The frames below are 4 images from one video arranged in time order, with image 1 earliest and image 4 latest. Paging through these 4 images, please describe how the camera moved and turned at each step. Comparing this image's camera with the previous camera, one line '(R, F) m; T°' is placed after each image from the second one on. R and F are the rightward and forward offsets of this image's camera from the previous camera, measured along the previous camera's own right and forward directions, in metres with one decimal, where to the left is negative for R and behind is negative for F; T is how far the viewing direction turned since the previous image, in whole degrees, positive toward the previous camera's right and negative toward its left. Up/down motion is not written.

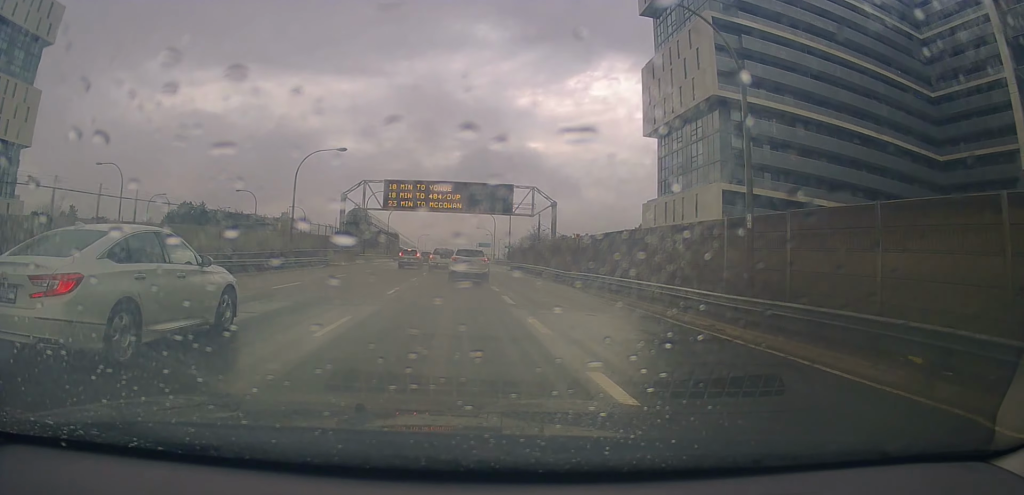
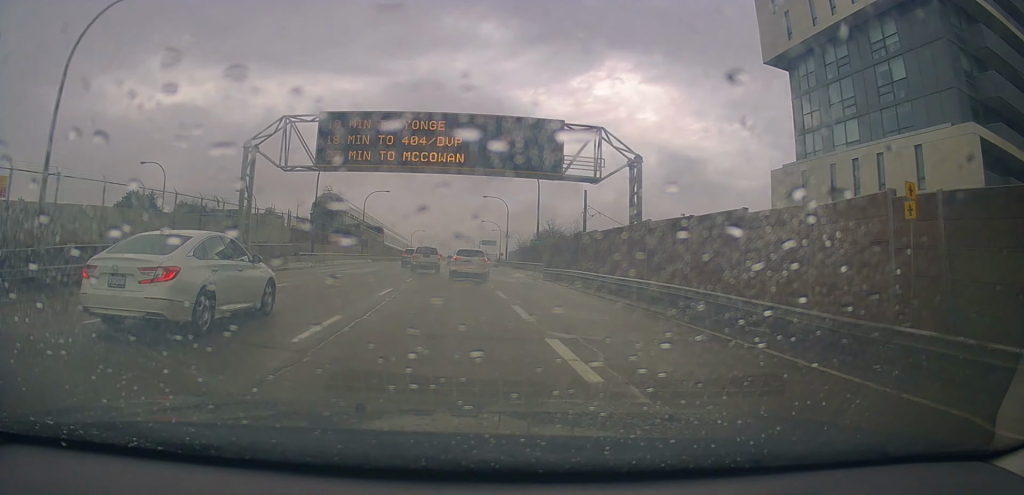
(0.0, +27.8) m; 0°
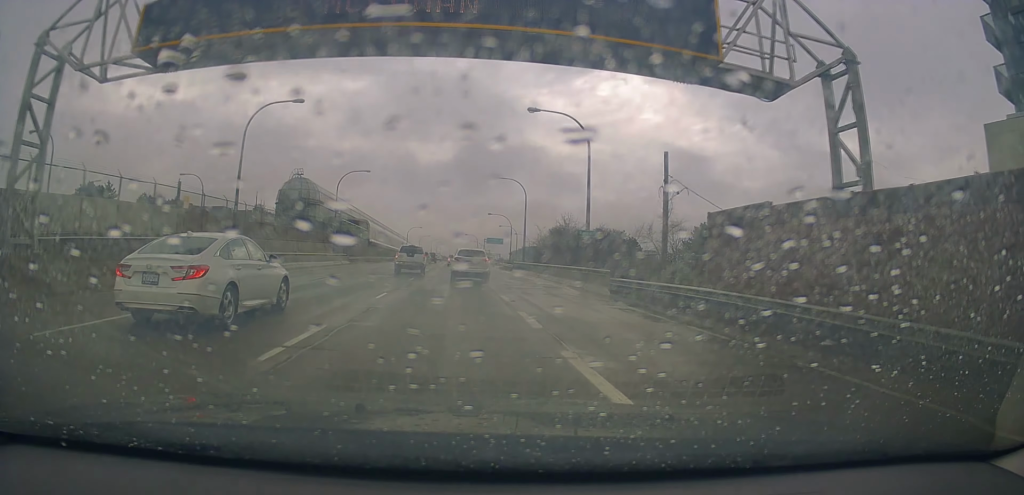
(+0.1, +19.0) m; 0°
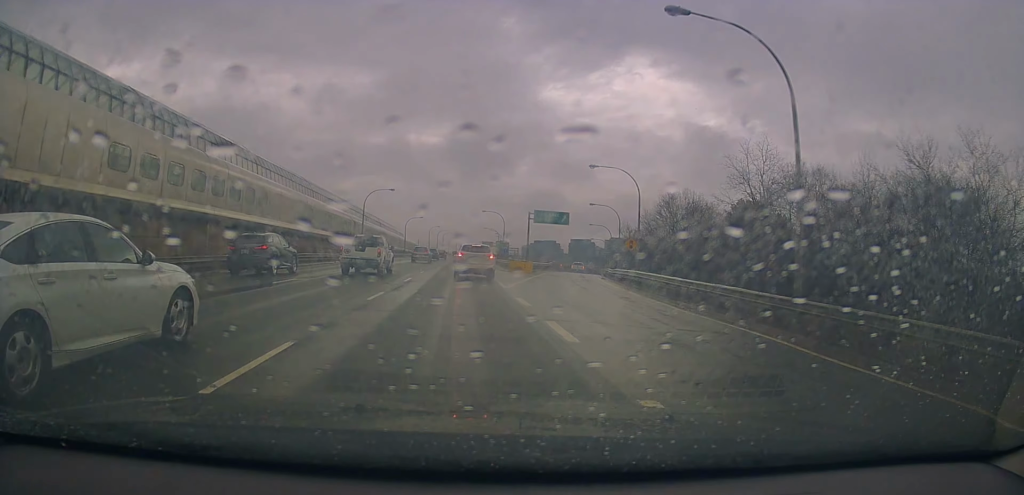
(-0.4, +77.2) m; -1°
